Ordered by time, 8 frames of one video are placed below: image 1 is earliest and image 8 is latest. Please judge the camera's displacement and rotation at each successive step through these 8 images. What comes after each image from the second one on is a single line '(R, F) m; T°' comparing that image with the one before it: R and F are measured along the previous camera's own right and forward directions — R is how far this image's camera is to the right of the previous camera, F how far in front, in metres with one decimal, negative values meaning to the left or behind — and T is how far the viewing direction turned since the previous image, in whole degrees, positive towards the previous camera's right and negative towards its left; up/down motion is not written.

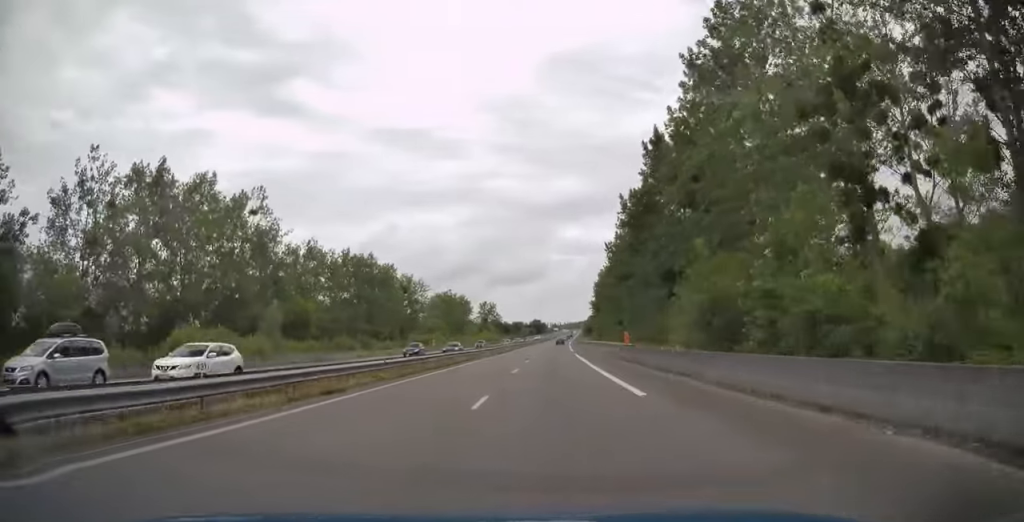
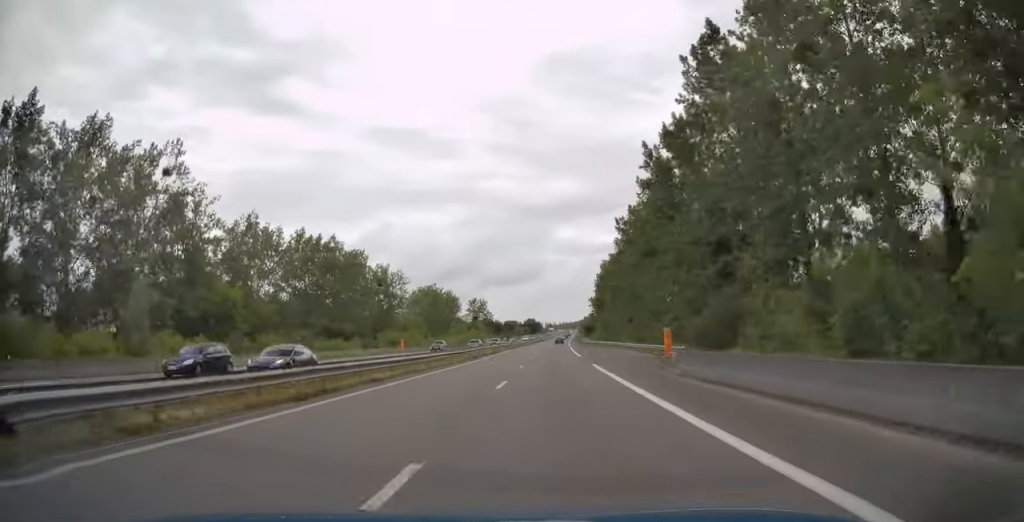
(0.0, +21.5) m; 0°
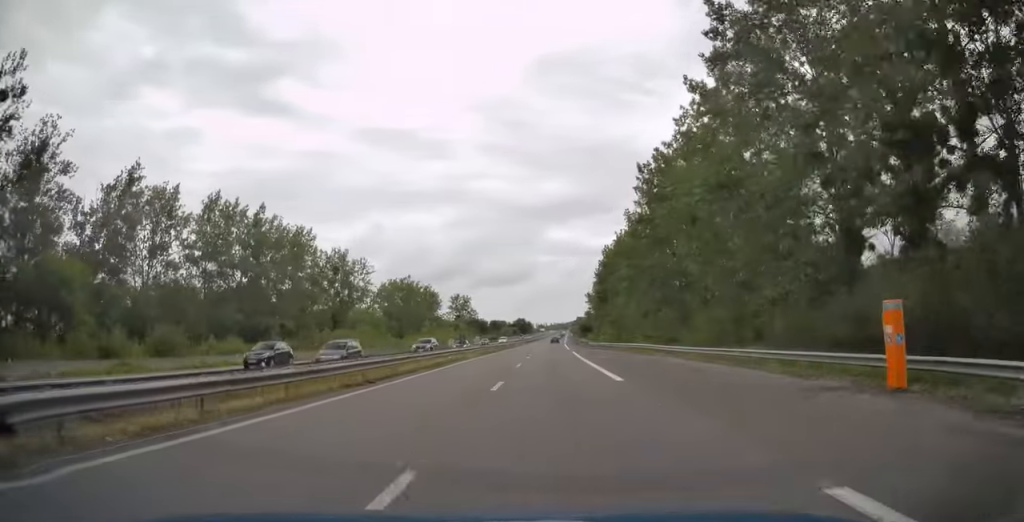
(+0.1, +26.4) m; +1°
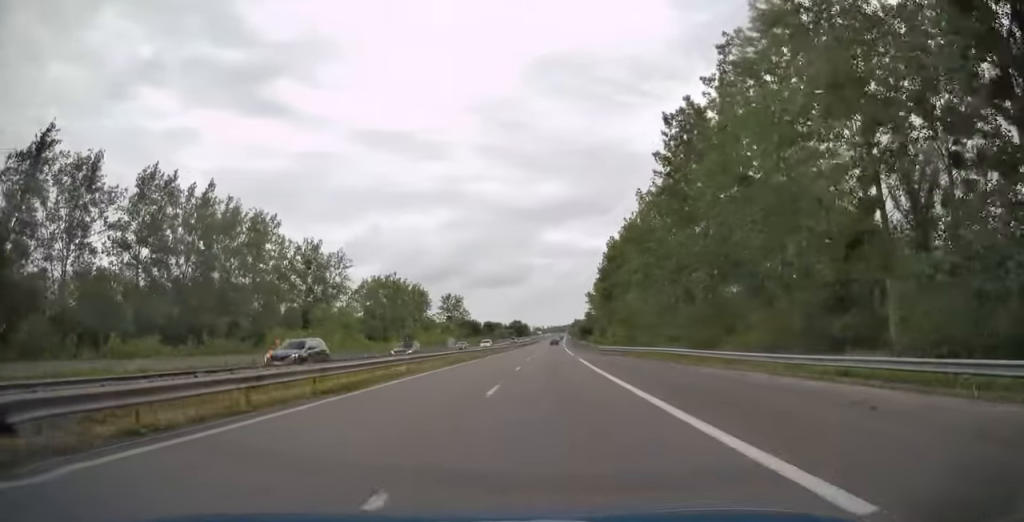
(+0.2, +14.0) m; 0°
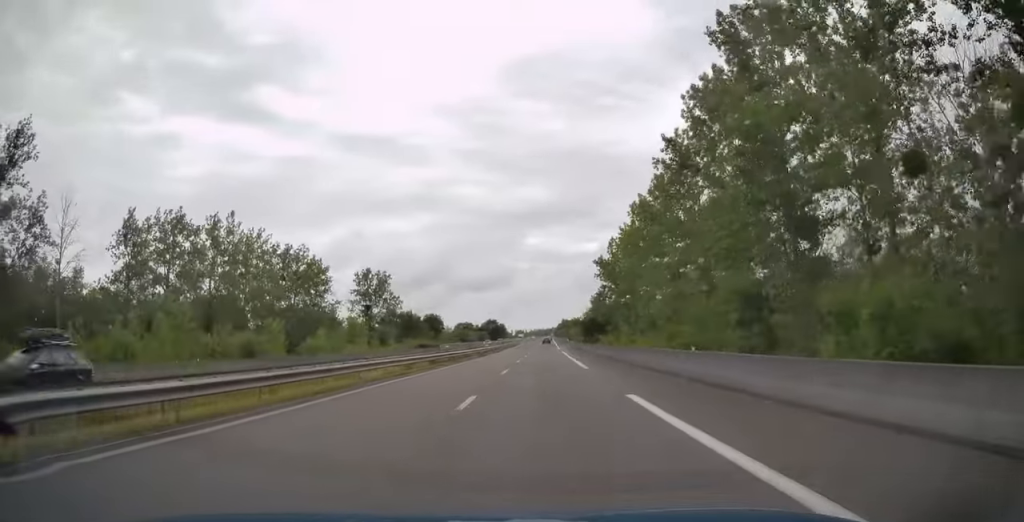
(+1.6, +82.1) m; +2°
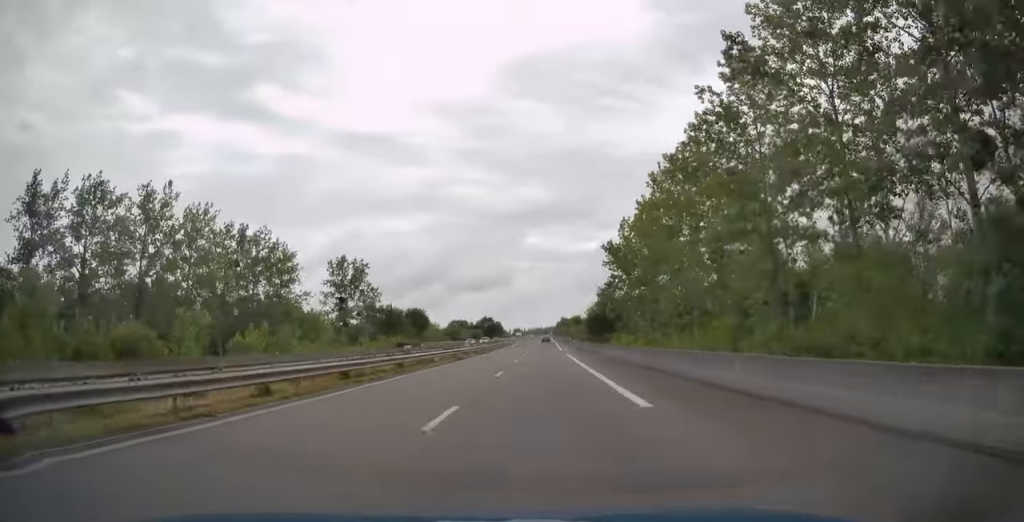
(0.0, +16.1) m; 0°
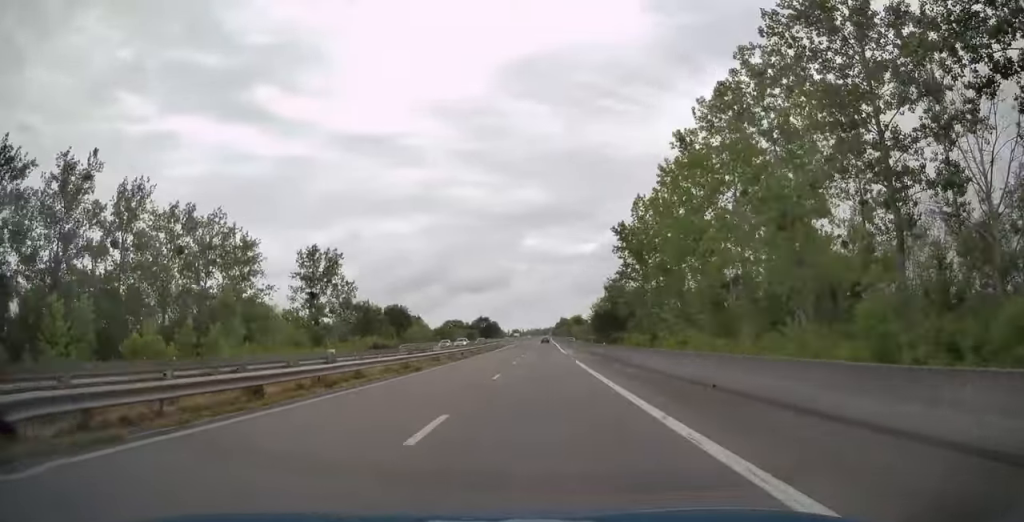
(0.0, +14.5) m; 0°
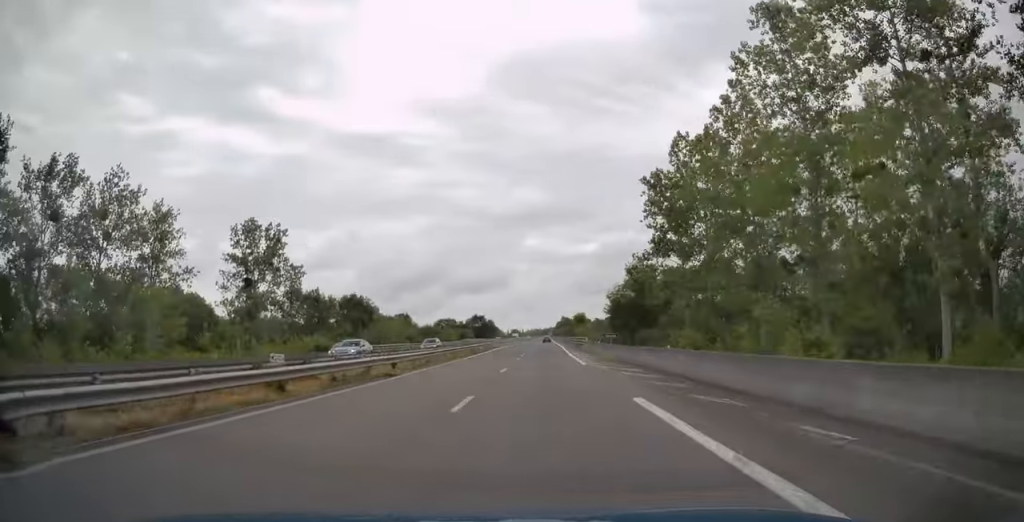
(0.0, +23.0) m; 0°
